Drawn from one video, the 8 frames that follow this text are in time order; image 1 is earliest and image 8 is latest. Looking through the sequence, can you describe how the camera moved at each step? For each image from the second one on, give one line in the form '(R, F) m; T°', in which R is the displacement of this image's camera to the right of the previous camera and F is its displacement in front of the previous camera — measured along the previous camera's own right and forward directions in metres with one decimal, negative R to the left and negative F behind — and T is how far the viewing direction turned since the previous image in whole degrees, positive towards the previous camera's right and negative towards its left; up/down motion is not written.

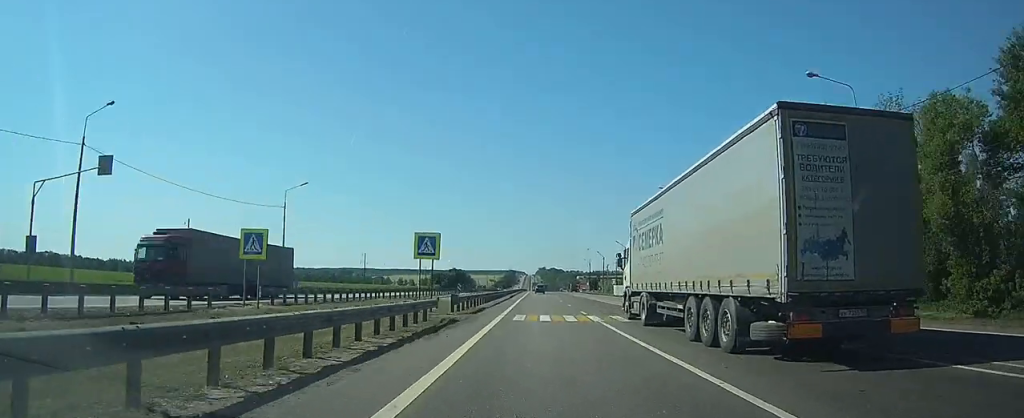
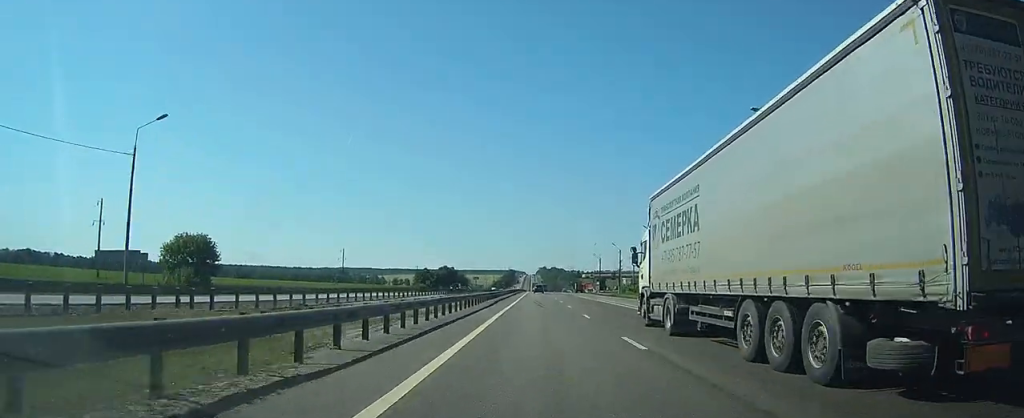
(0.0, +28.0) m; 0°
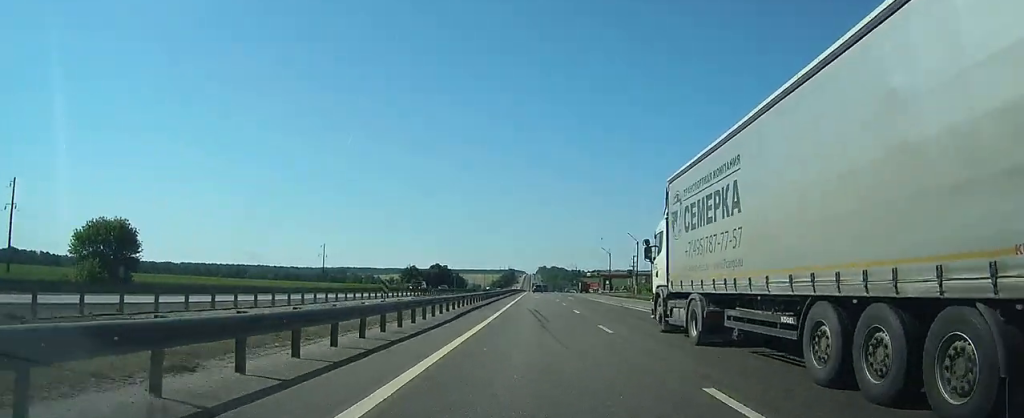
(-0.1, +20.1) m; 0°
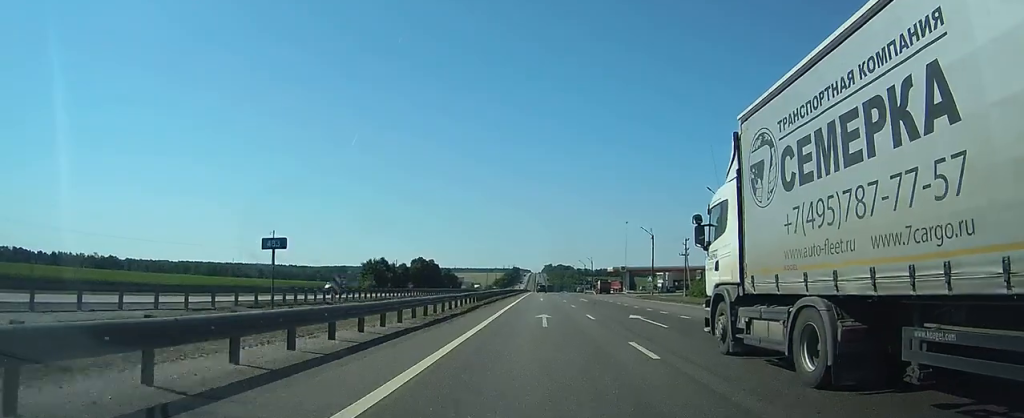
(-0.1, +42.3) m; 0°
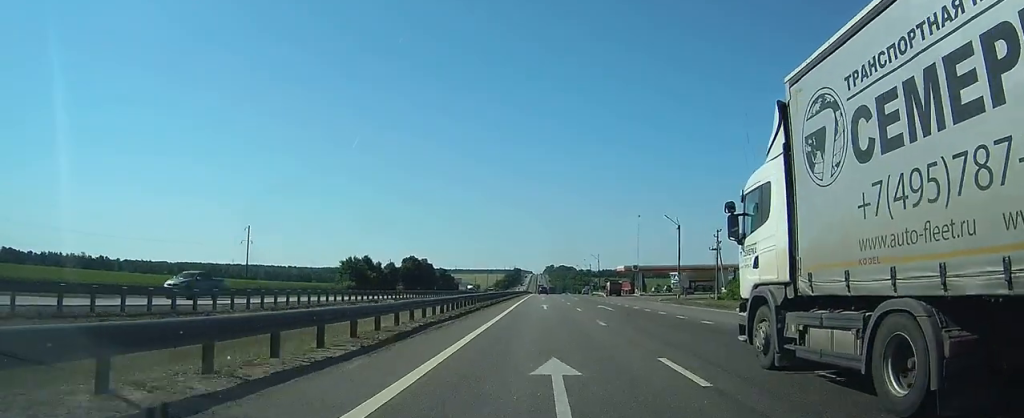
(0.0, +14.9) m; 0°
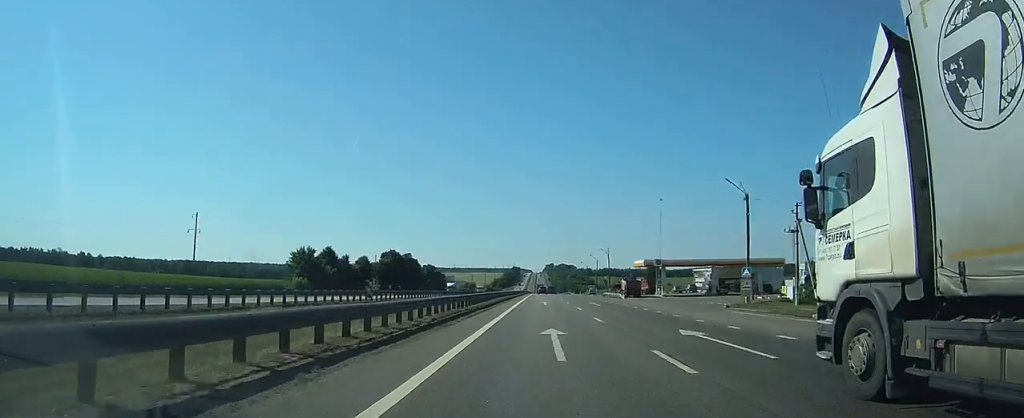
(0.0, +23.1) m; 0°
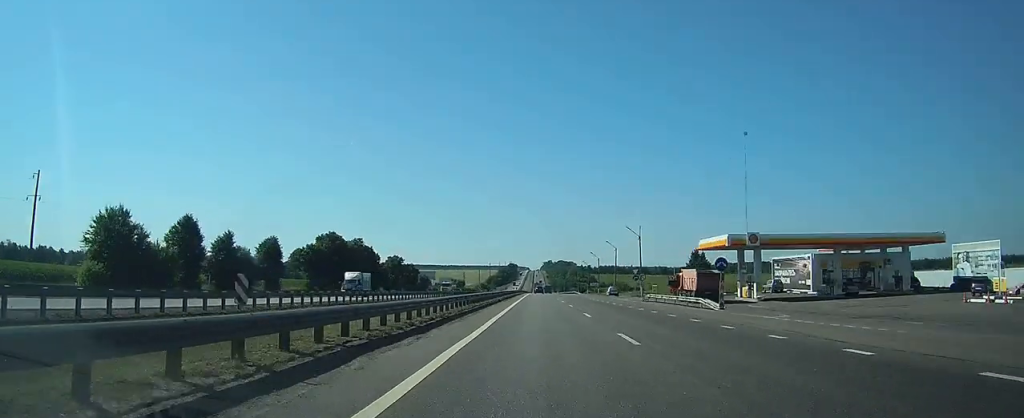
(+0.1, +44.0) m; 0°
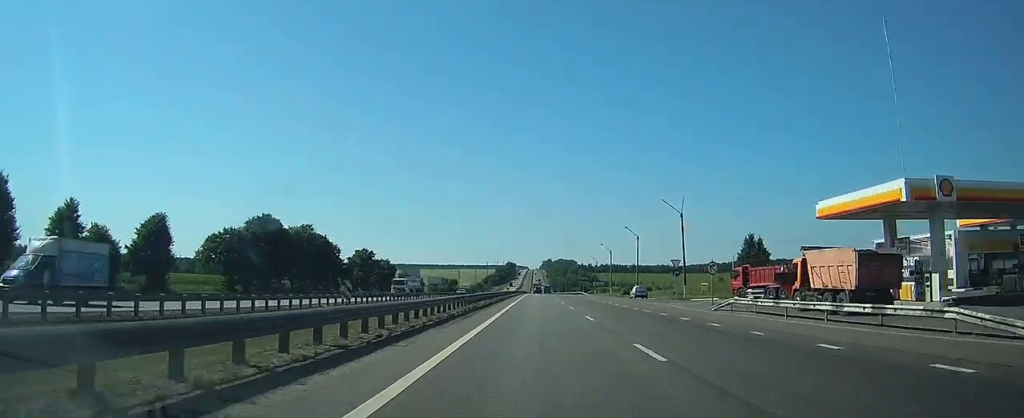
(+0.1, +27.2) m; 0°
